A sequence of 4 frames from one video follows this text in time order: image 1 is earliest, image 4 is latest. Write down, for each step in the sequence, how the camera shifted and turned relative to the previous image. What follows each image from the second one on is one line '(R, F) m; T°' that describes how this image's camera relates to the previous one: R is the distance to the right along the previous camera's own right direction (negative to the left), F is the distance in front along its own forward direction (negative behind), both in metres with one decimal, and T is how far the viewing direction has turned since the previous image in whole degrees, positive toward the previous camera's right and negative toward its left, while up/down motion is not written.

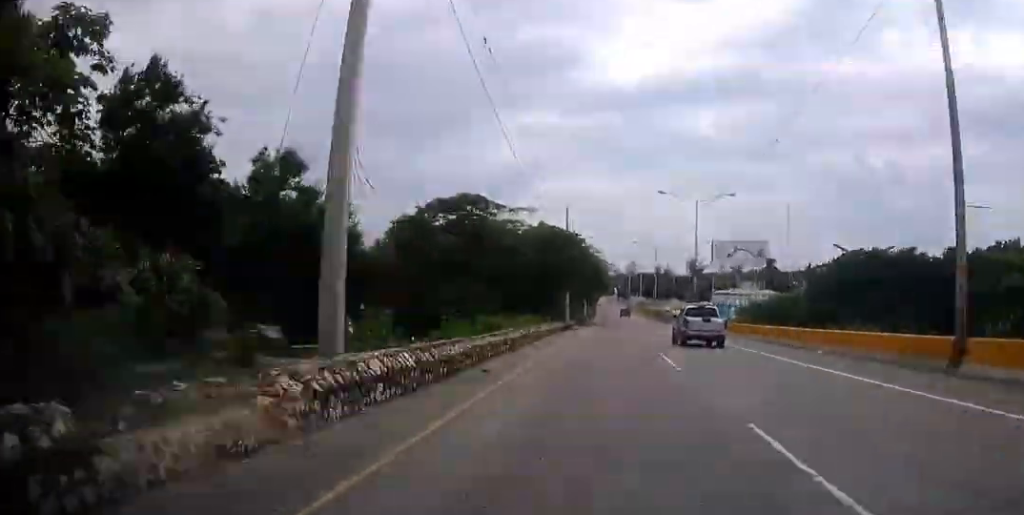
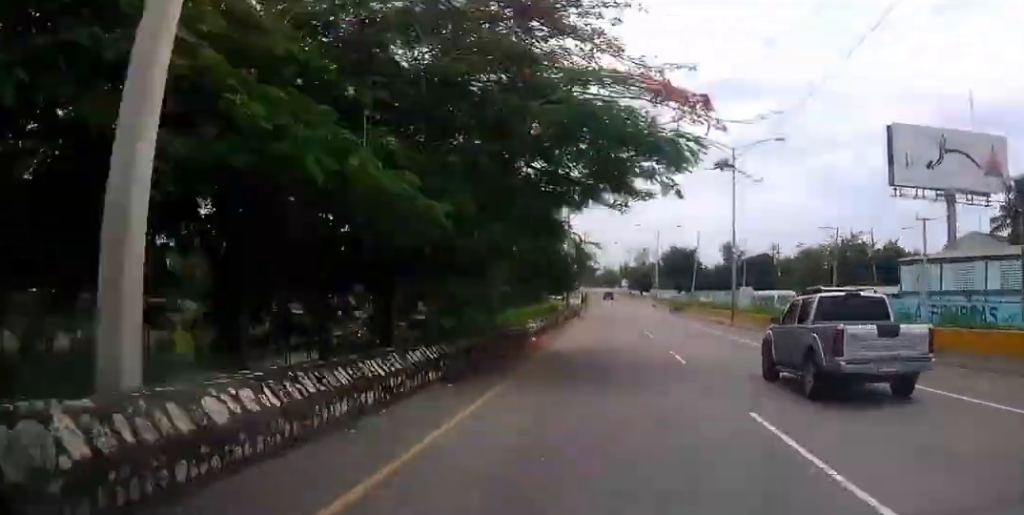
(-0.4, +116.4) m; 0°
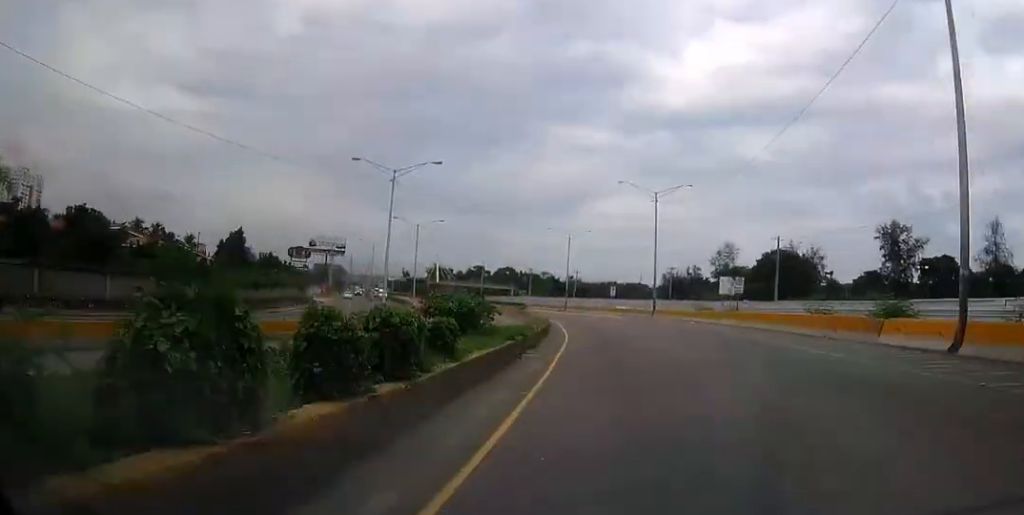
(-3.8, +145.3) m; -6°
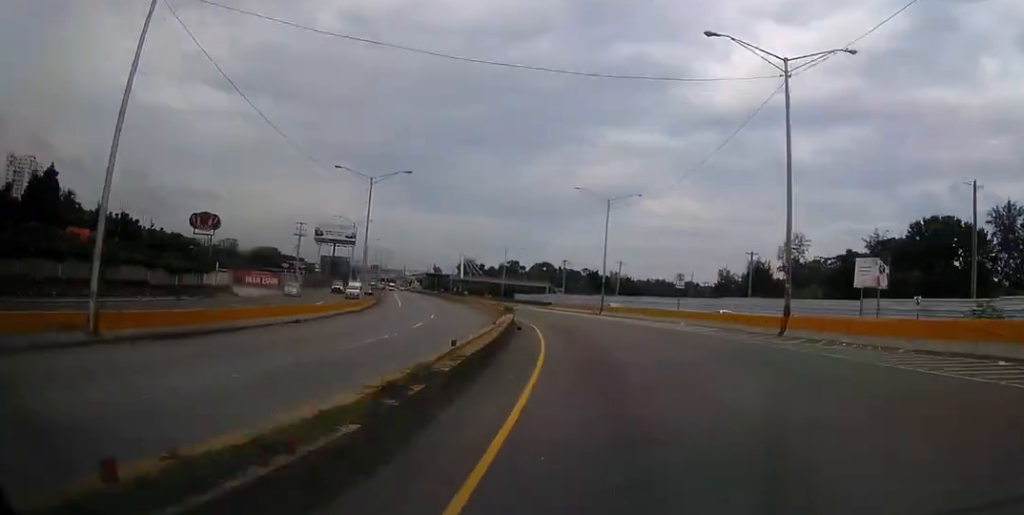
(-0.5, +36.4) m; -4°
